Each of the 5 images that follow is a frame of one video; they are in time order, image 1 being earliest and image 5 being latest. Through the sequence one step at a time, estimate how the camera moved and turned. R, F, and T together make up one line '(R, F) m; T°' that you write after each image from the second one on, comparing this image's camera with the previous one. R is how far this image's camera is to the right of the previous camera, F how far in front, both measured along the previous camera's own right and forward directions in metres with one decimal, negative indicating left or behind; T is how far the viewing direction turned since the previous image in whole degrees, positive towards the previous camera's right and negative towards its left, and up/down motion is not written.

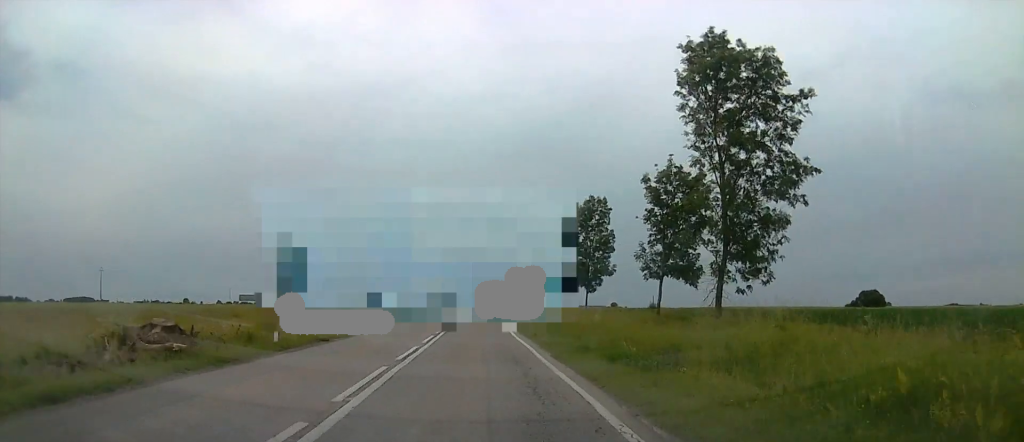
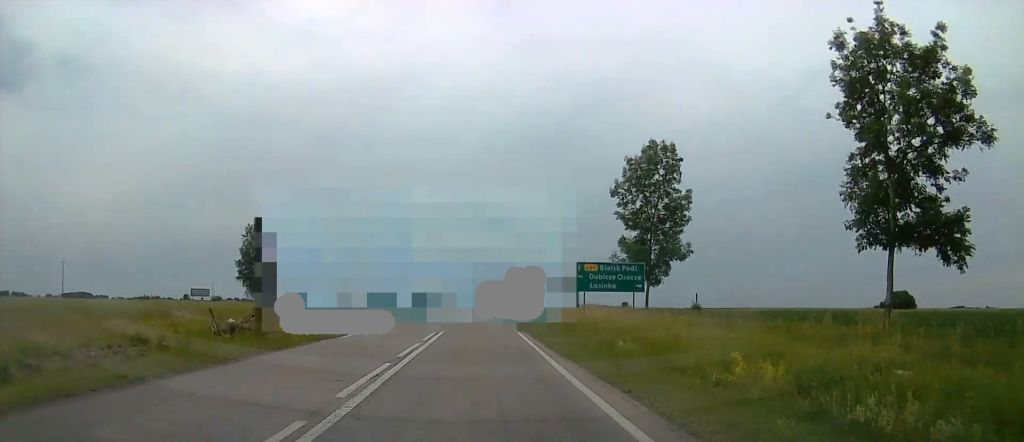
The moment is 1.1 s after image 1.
(0.0, +24.0) m; 0°
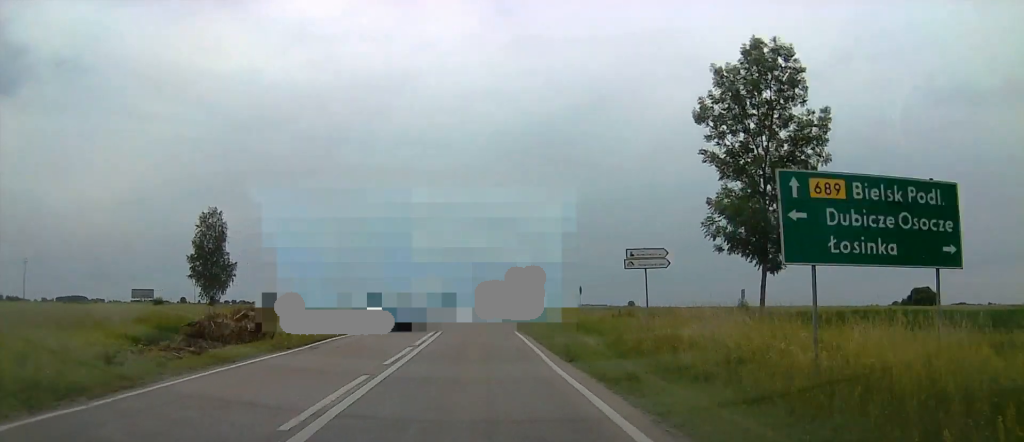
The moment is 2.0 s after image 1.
(0.0, +19.2) m; 0°
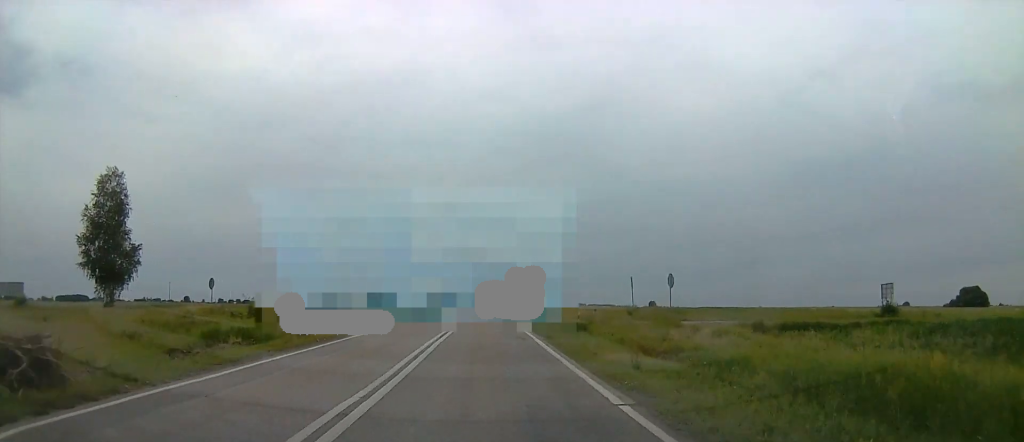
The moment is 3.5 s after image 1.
(0.0, +30.7) m; 0°
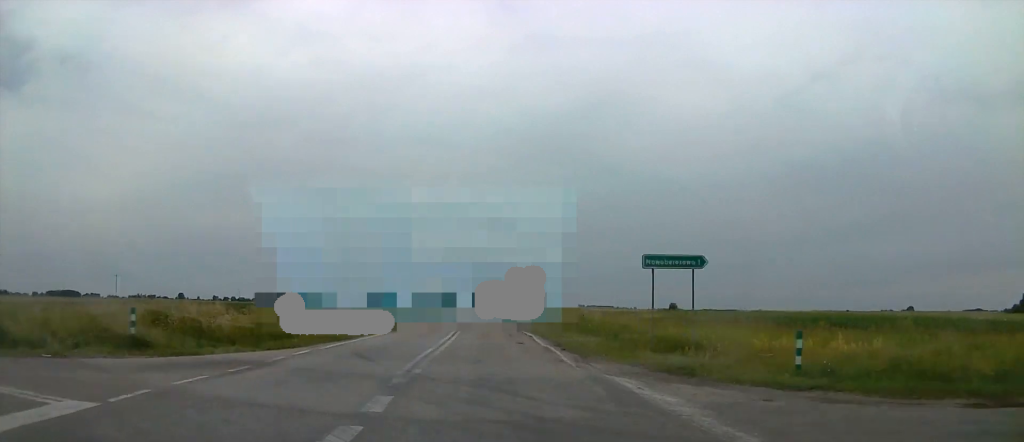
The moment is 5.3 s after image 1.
(0.0, +39.6) m; -2°
